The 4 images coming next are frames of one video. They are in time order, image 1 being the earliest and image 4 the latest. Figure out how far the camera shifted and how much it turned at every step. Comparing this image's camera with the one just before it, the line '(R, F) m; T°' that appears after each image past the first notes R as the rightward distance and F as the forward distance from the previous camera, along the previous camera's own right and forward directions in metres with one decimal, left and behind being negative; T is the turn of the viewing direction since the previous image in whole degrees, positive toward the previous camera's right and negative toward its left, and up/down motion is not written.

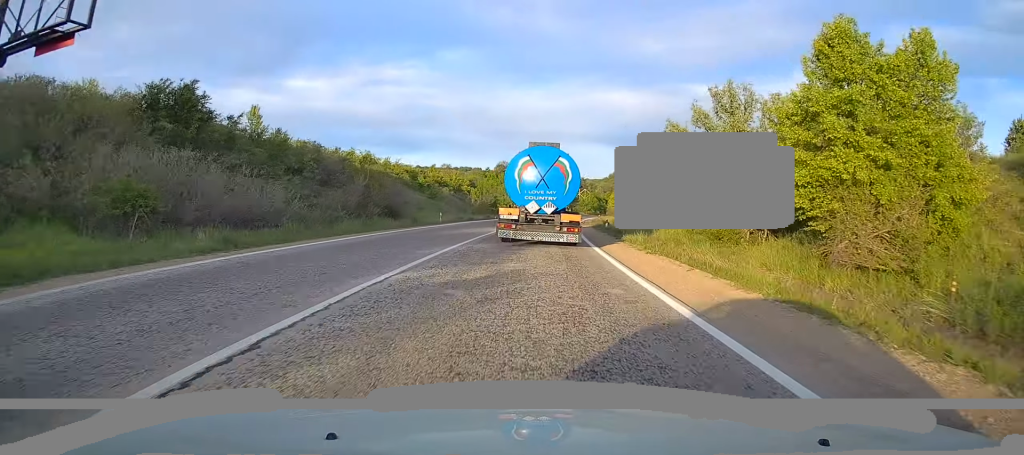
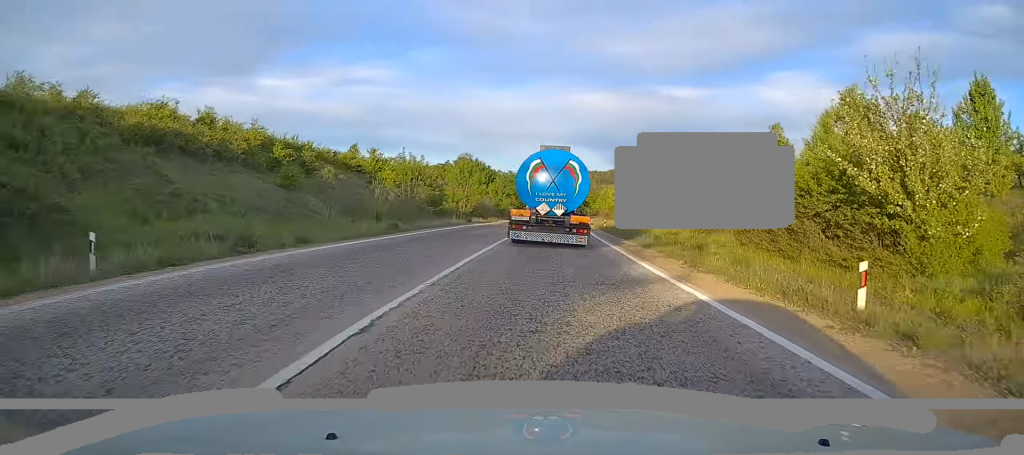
(+0.9, +35.5) m; +3°
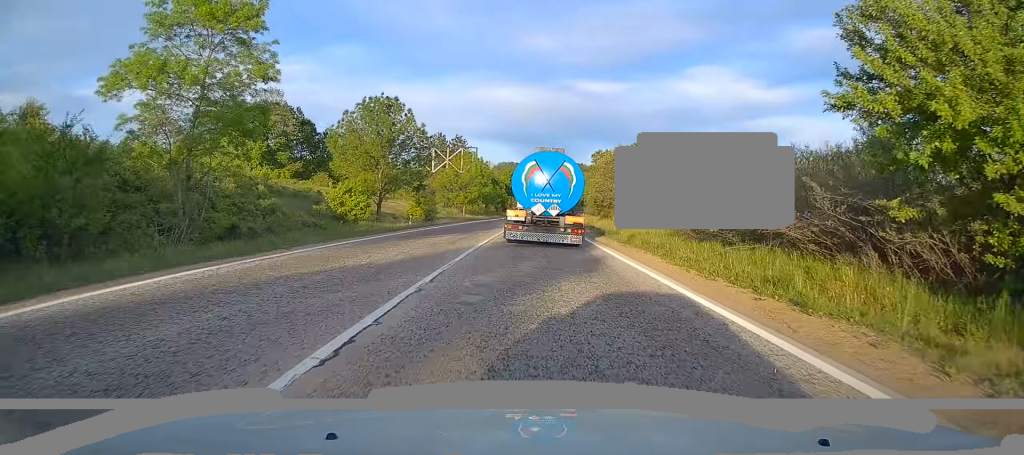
(+8.1, +108.6) m; +8°
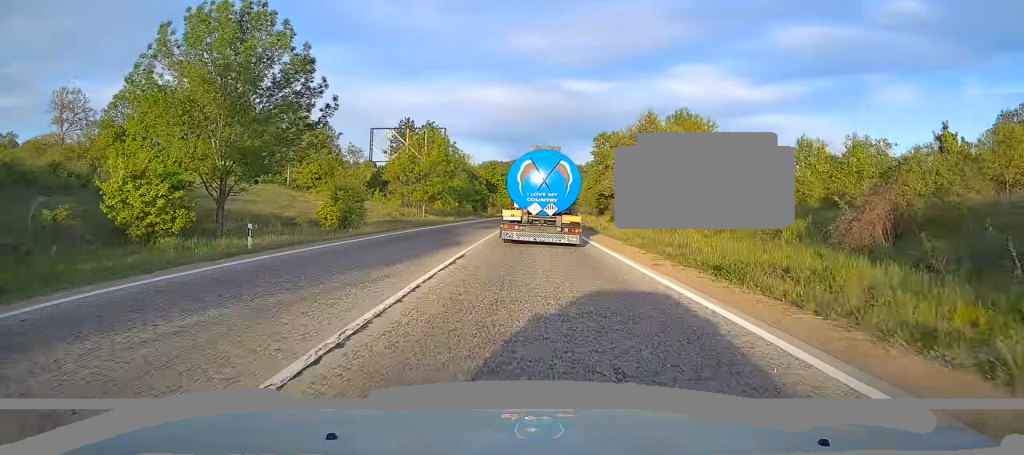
(0.0, +21.2) m; 0°
